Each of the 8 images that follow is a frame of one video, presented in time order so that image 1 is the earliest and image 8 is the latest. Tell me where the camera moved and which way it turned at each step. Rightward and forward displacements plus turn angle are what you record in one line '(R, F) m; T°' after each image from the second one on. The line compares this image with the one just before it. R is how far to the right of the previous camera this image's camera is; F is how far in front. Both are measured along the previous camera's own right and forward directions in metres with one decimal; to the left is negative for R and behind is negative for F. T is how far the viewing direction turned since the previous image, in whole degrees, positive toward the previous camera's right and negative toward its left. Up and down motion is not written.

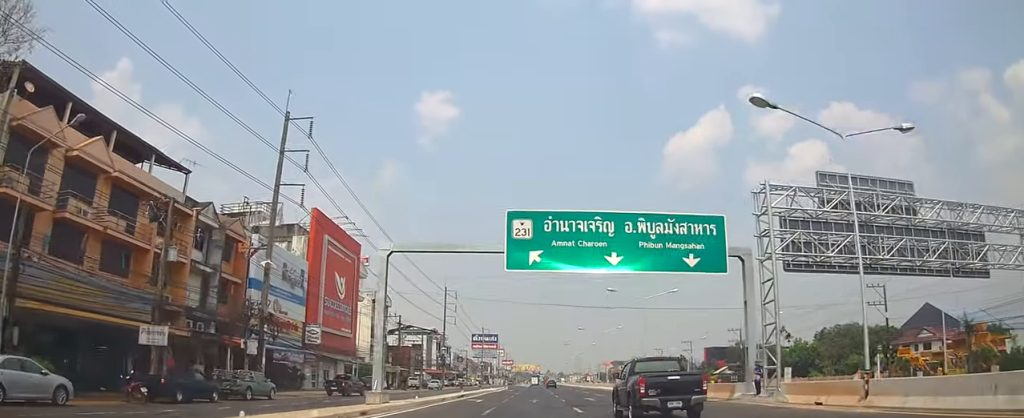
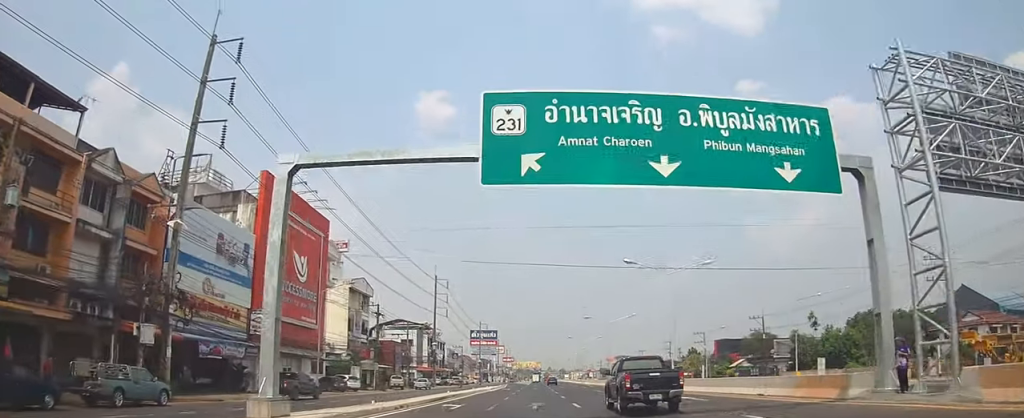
(0.0, +10.9) m; 0°
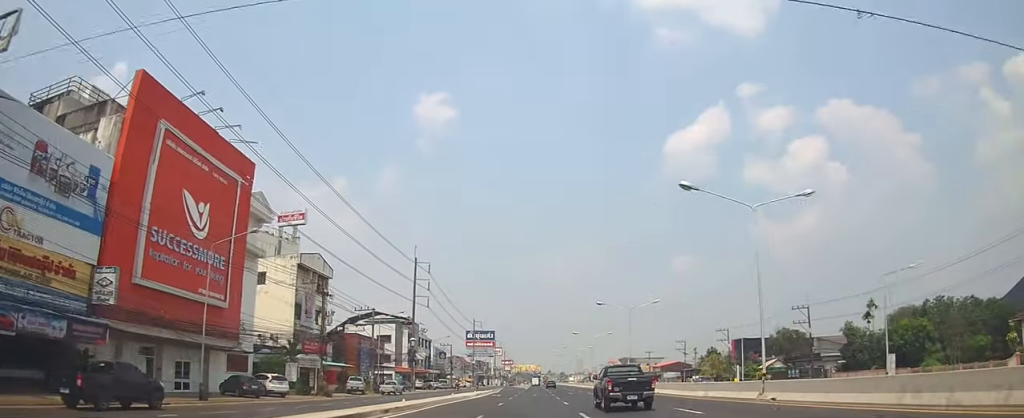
(0.0, +17.4) m; +1°
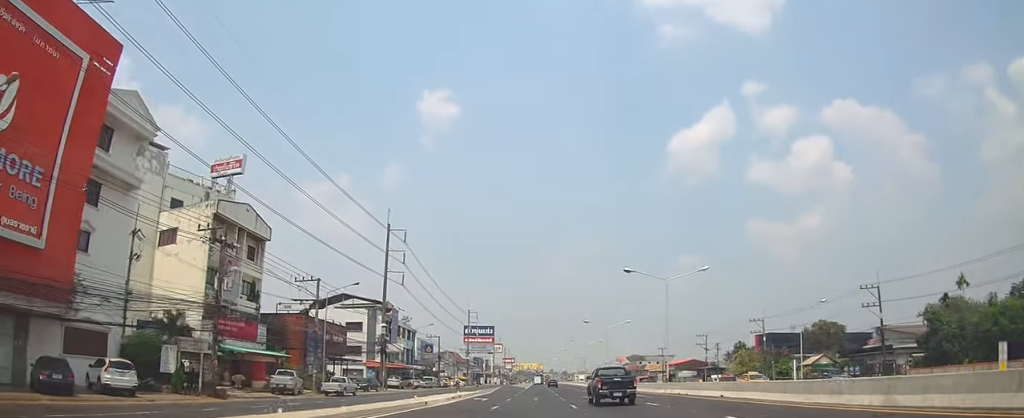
(+0.3, +17.8) m; +1°
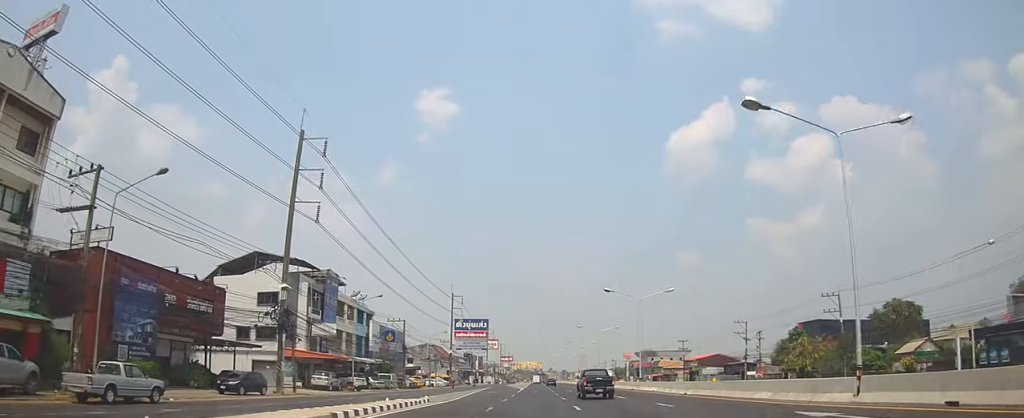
(-0.3, +27.2) m; 0°
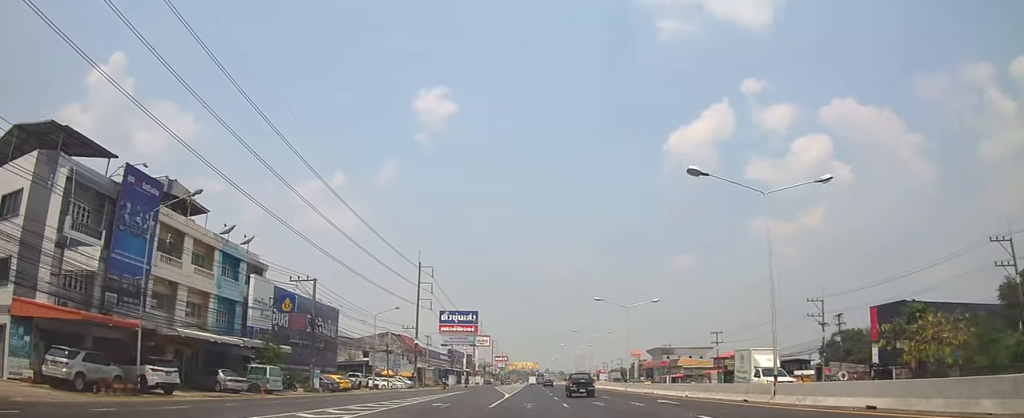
(+0.3, +31.6) m; 0°
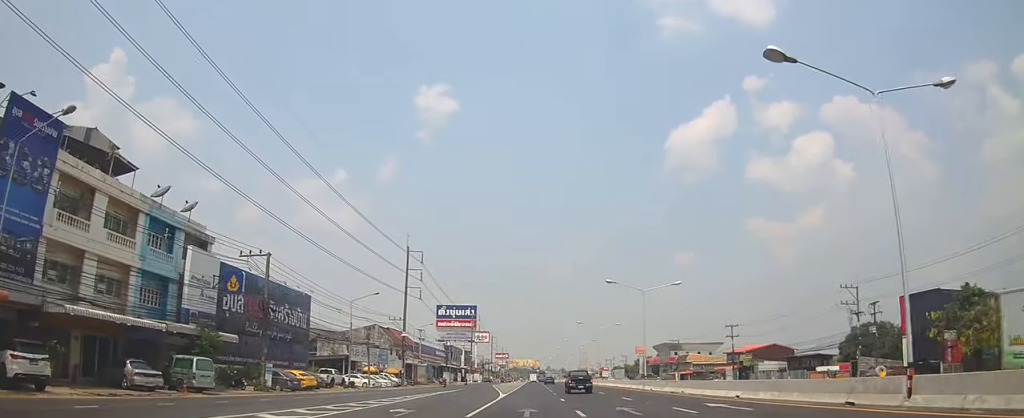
(-0.5, +8.9) m; 0°
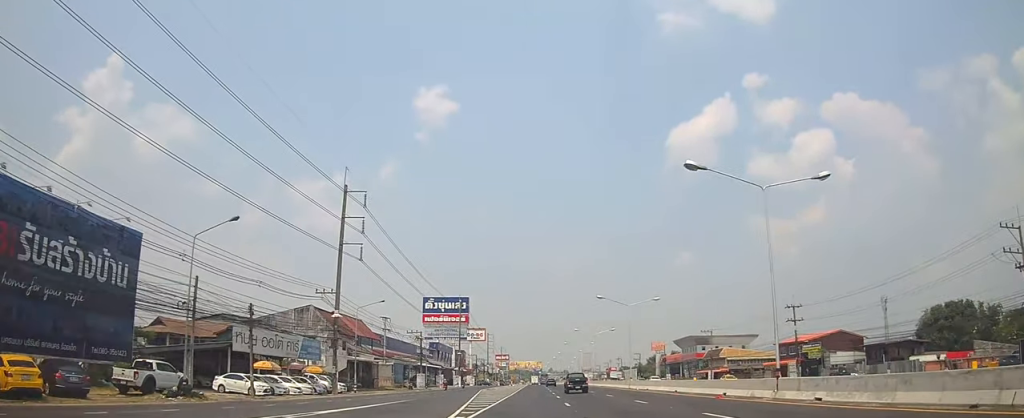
(+0.6, +27.4) m; 0°
